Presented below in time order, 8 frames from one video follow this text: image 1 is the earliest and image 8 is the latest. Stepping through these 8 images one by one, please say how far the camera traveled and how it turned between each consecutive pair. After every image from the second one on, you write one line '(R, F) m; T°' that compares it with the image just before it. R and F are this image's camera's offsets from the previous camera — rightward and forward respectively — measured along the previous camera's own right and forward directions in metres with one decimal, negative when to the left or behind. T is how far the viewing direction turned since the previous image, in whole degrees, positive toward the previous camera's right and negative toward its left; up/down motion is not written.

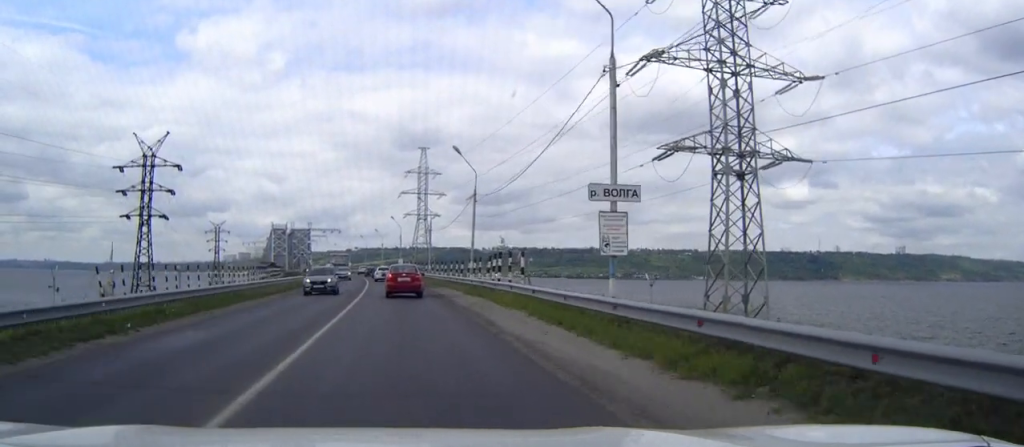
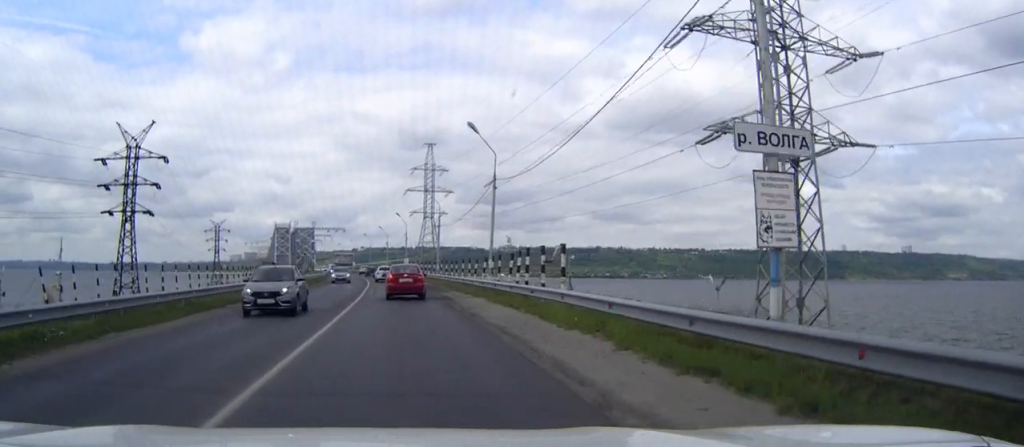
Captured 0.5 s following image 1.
(0.0, +7.7) m; -1°
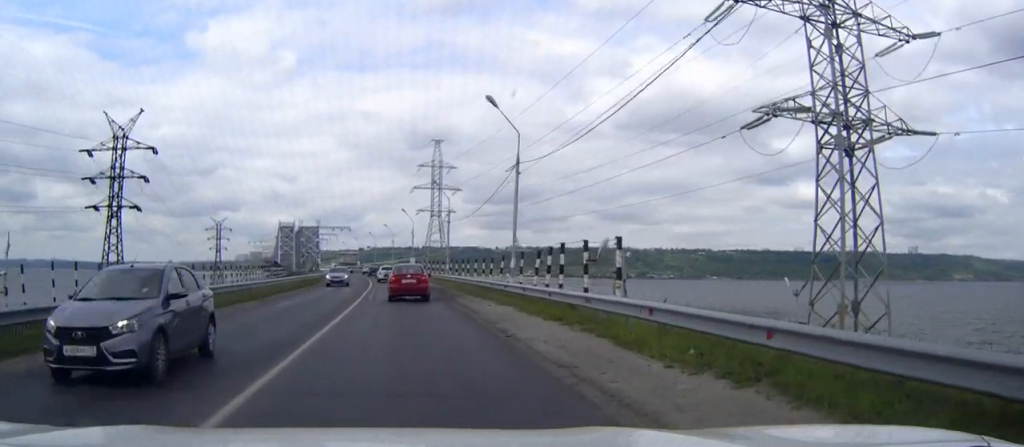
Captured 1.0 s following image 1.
(-0.1, +6.2) m; 0°
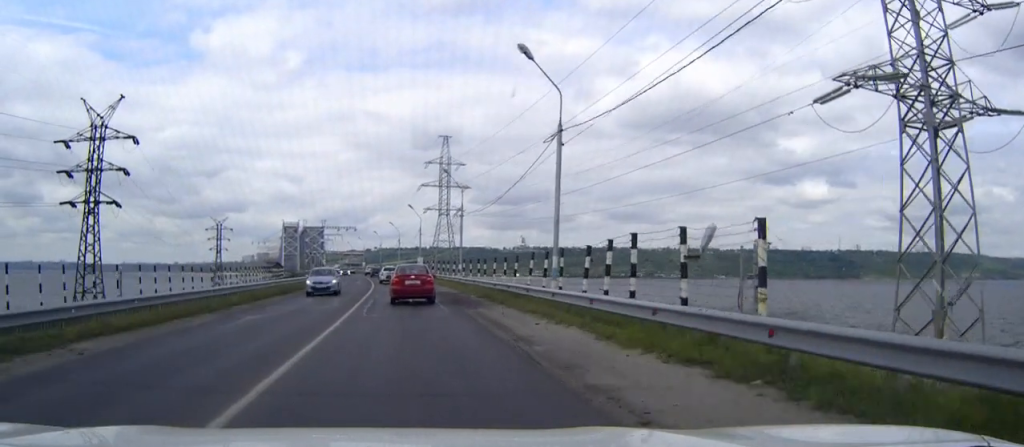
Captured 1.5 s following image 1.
(0.0, +8.0) m; -1°
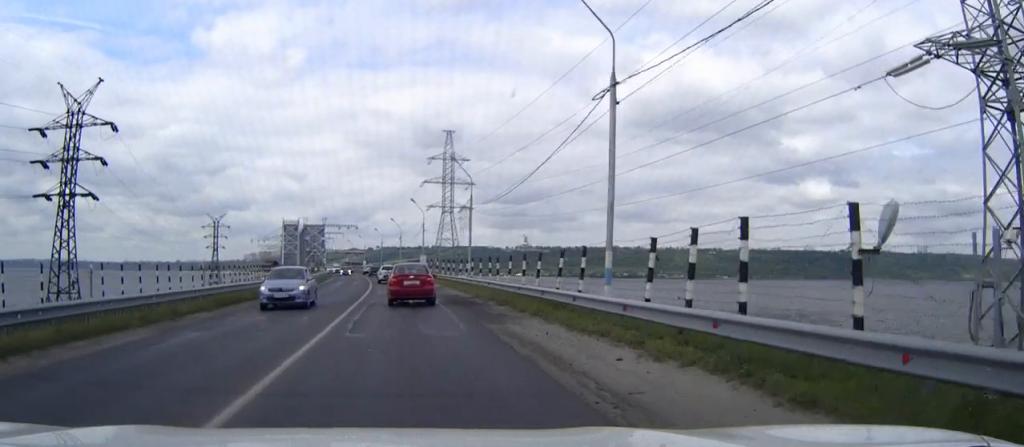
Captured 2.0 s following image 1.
(0.0, +6.5) m; 0°
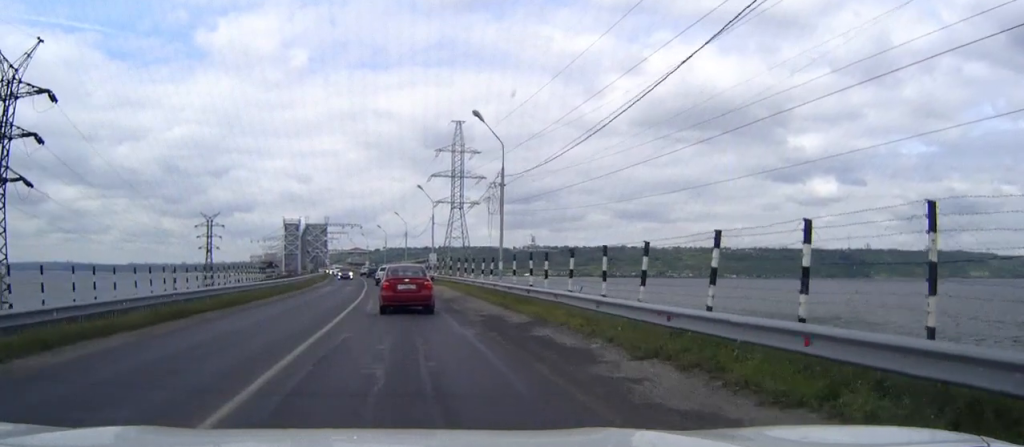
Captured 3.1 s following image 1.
(-0.2, +14.4) m; -1°
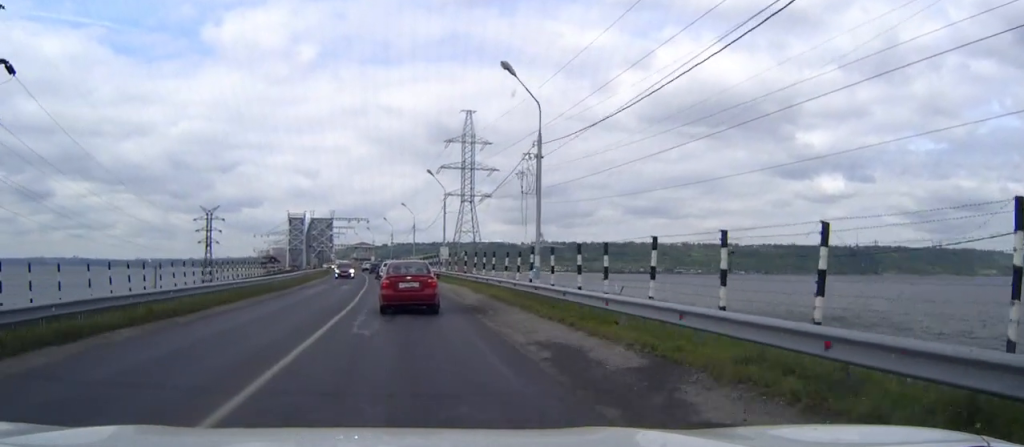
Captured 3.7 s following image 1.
(0.0, +8.3) m; -1°
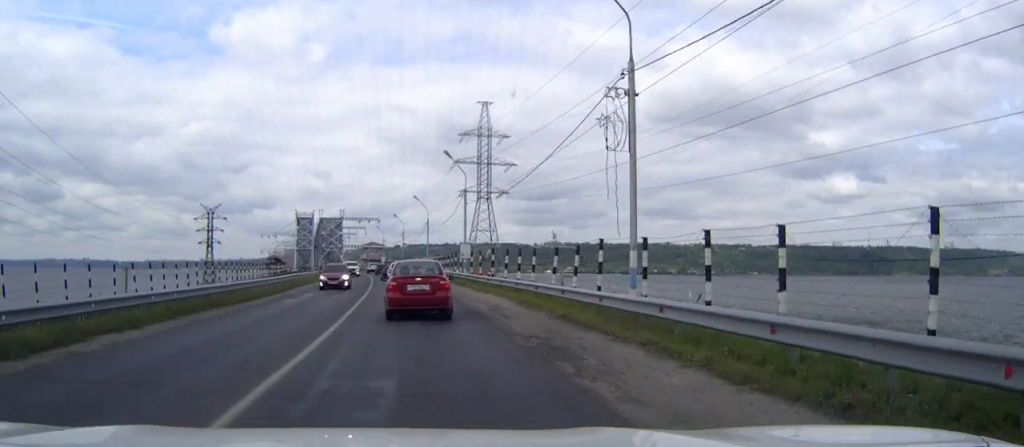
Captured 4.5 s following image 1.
(0.0, +10.5) m; 0°
